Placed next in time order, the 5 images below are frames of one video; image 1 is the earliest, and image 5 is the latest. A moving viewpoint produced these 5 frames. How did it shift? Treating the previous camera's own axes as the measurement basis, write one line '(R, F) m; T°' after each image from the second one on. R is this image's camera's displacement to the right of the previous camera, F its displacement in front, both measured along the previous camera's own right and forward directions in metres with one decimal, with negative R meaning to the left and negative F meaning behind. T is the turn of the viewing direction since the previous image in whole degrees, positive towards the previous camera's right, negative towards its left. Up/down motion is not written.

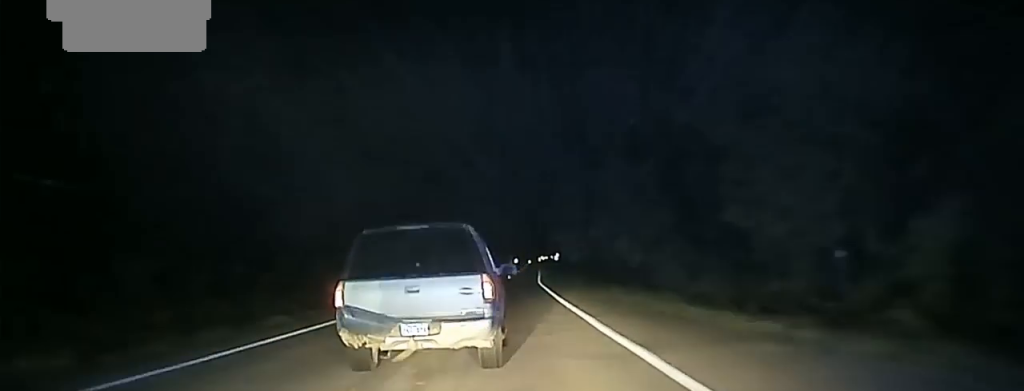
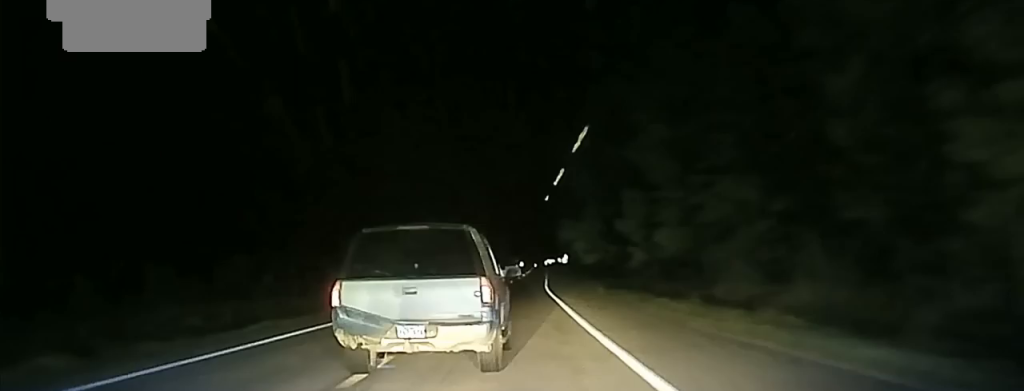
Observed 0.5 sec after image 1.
(+0.2, +15.1) m; 0°
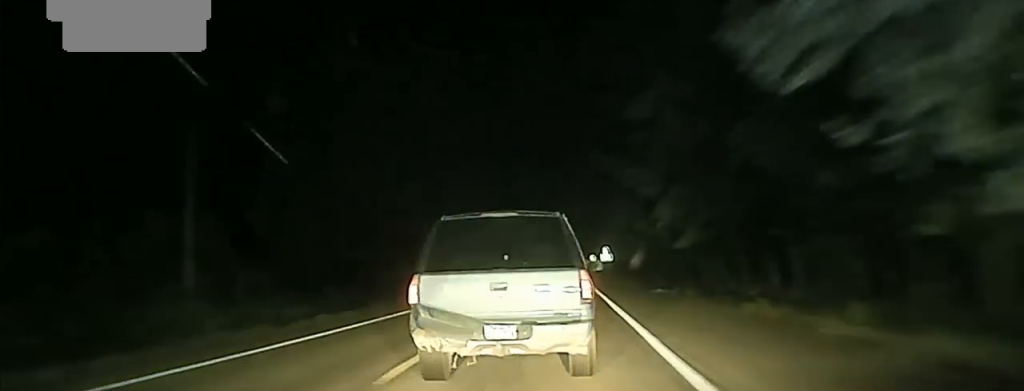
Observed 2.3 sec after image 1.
(-1.1, +54.9) m; 0°
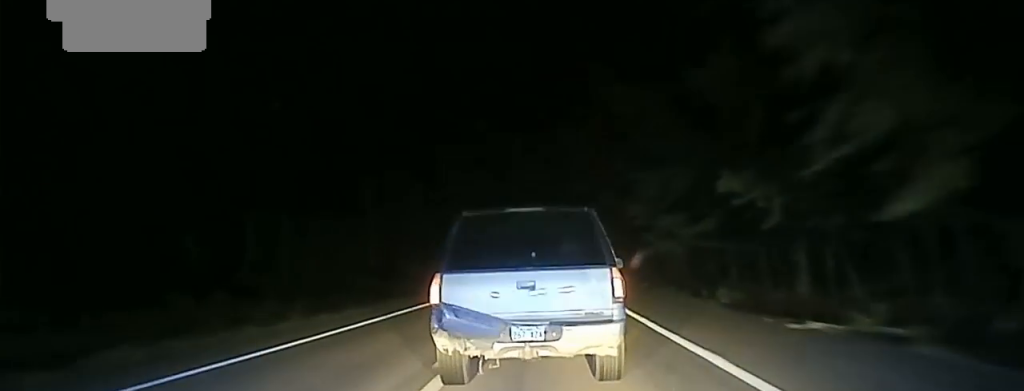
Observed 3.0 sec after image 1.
(+0.3, +19.5) m; +1°
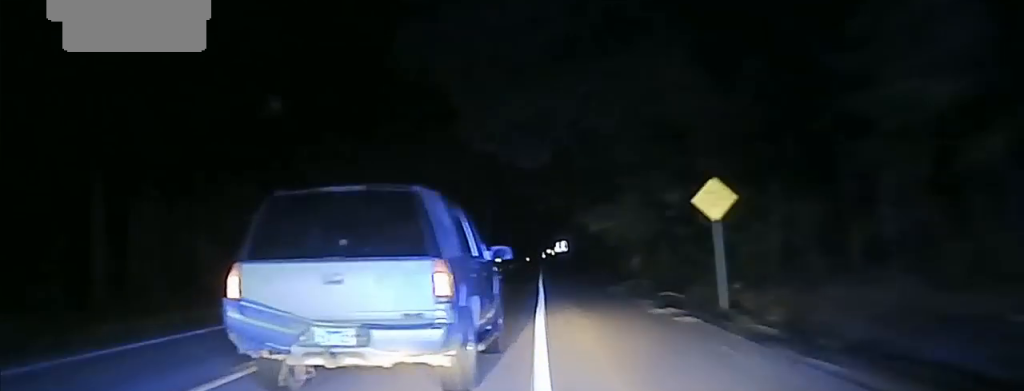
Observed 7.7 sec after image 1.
(+0.4, +139.9) m; -3°
